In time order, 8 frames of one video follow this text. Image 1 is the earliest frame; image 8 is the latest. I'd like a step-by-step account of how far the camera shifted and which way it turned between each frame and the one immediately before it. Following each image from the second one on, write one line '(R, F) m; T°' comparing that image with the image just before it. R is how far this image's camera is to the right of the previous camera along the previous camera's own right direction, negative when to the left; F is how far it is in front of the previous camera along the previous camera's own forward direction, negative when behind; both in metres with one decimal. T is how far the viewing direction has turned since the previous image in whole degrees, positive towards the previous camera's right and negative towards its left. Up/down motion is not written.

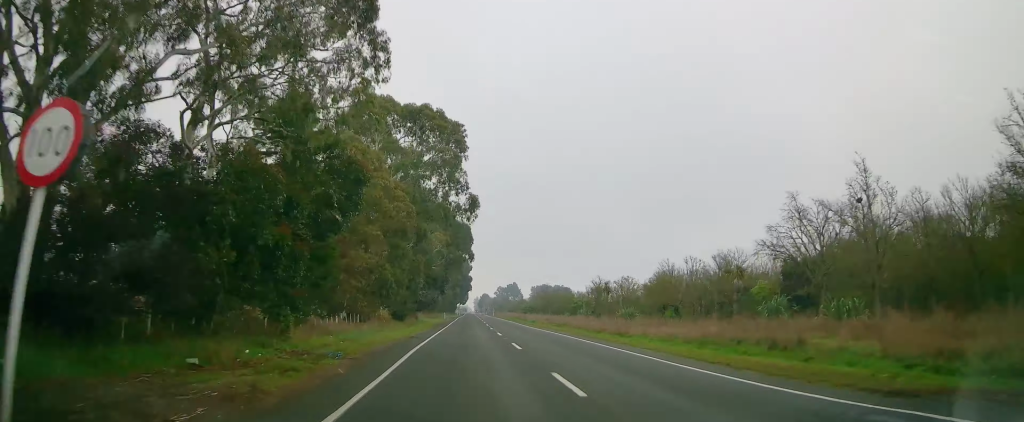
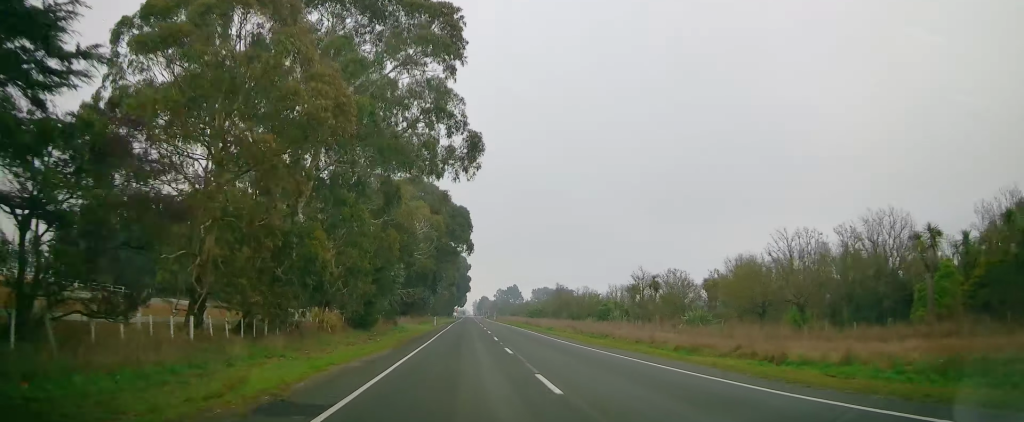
(0.0, +20.0) m; 0°
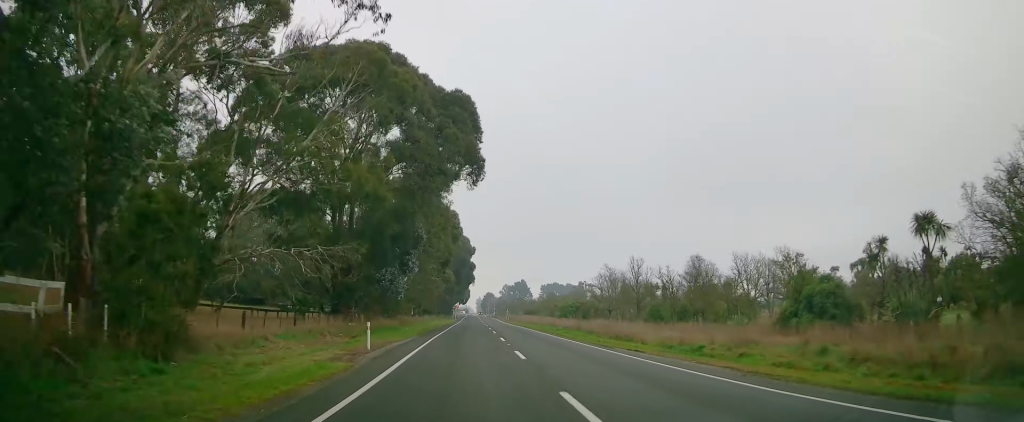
(0.0, +44.0) m; 0°
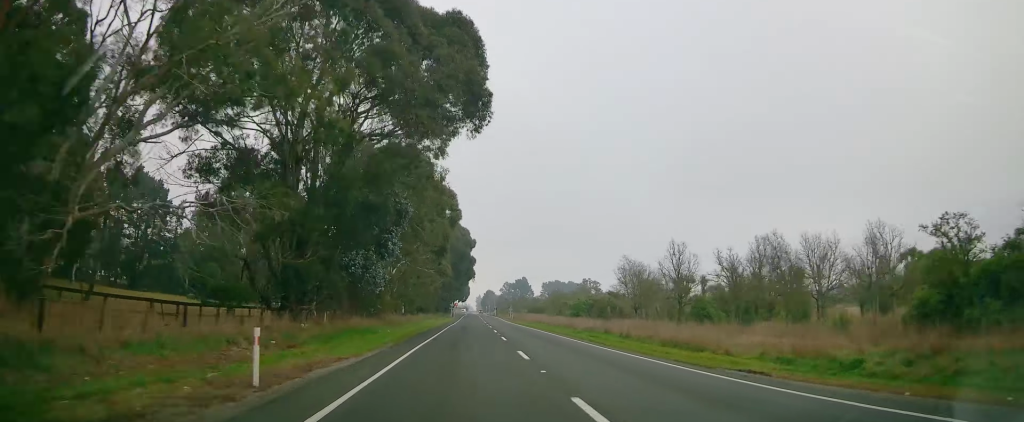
(0.0, +11.2) m; 0°
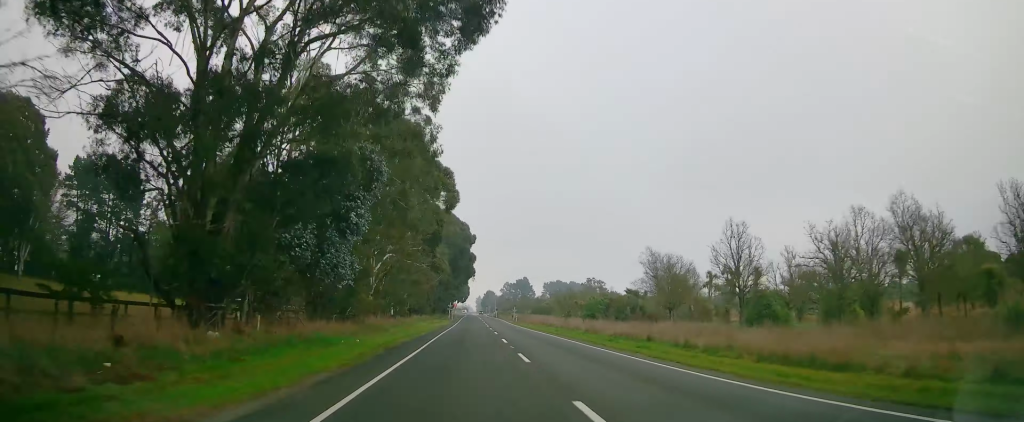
(0.0, +10.3) m; 0°
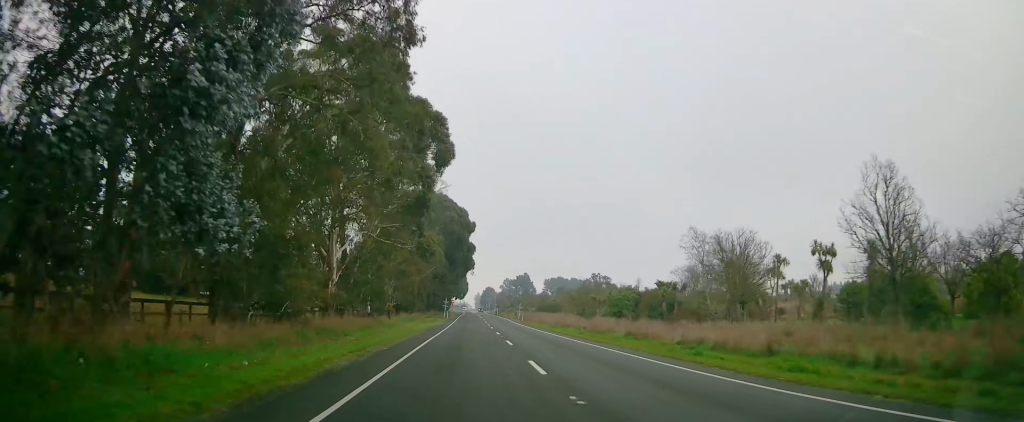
(0.0, +13.6) m; 0°
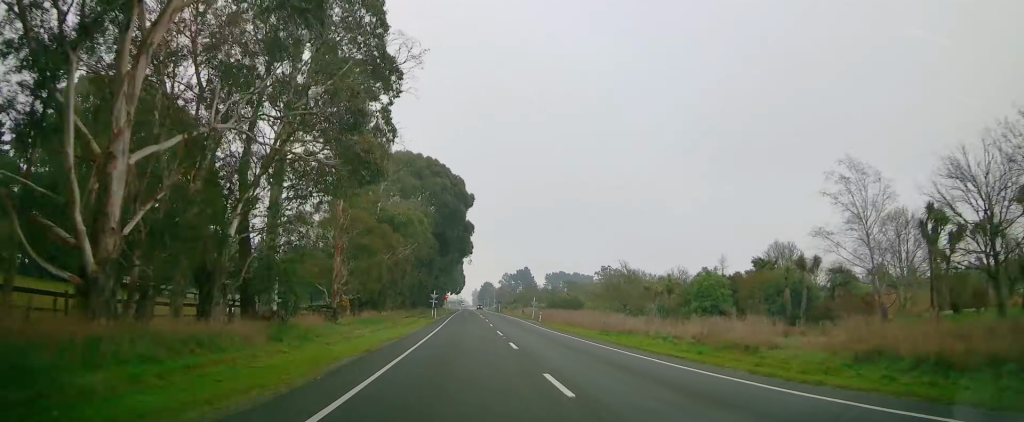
(-0.2, +23.5) m; 0°
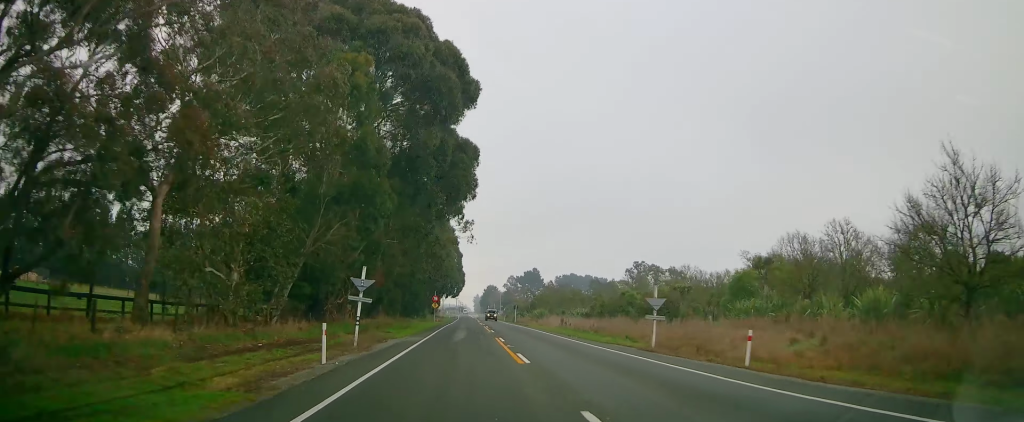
(+0.9, +46.3) m; +2°
